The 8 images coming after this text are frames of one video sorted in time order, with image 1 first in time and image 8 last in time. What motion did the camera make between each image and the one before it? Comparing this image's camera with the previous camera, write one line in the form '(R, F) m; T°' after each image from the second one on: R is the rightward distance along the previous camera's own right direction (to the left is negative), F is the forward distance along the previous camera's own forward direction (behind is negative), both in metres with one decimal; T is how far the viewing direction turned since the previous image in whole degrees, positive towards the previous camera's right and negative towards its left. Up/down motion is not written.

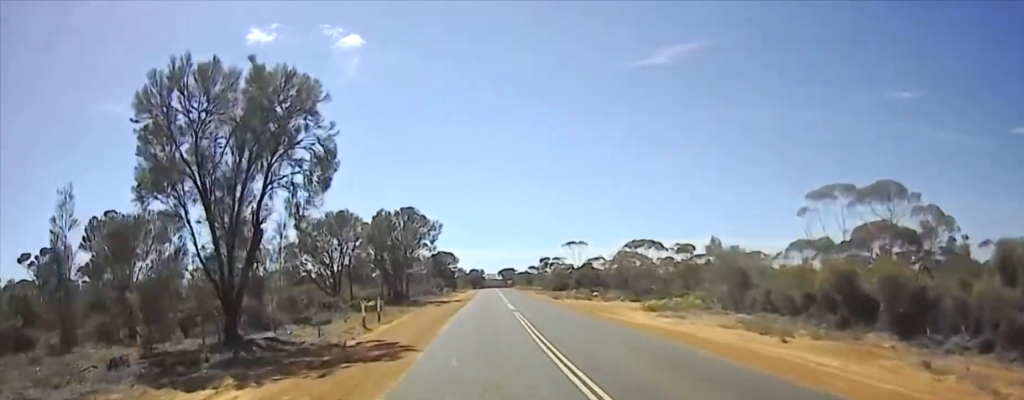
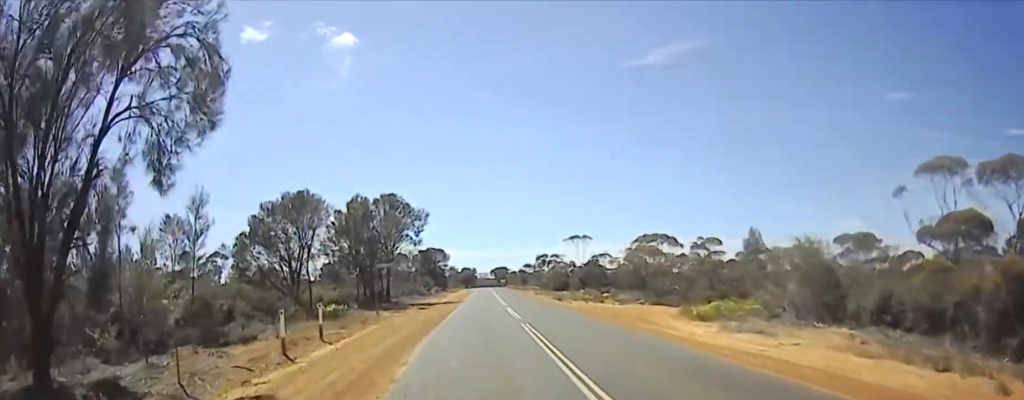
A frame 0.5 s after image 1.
(0.0, +6.6) m; 0°
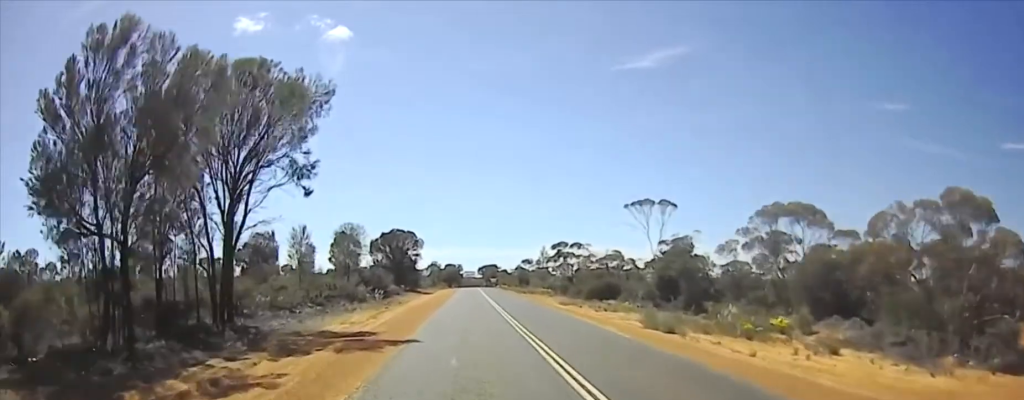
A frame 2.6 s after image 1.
(0.0, +22.0) m; +1°
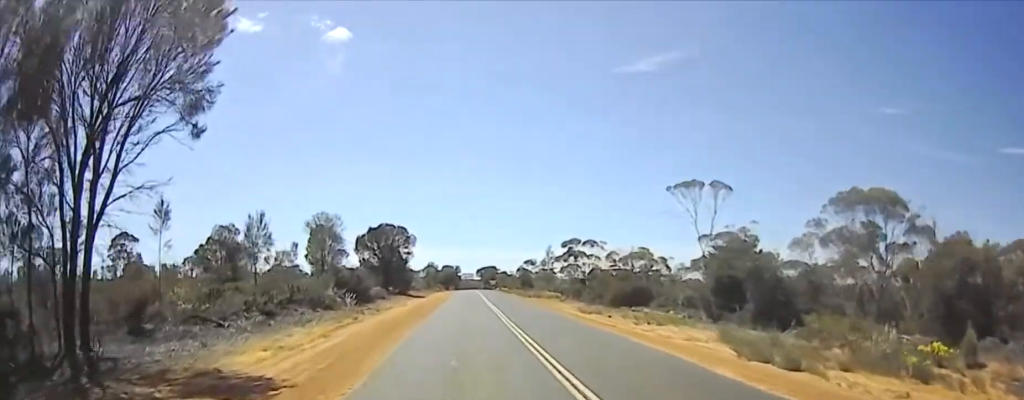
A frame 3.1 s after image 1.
(+0.1, +6.4) m; +2°
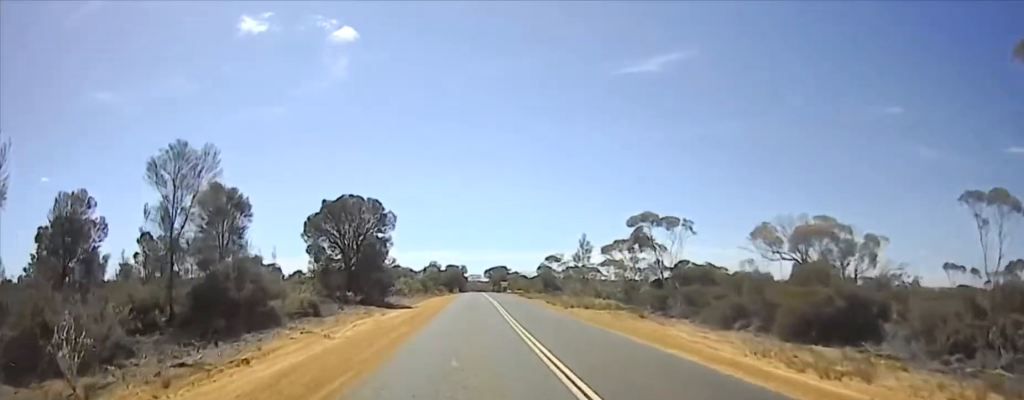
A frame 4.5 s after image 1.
(+0.7, +18.5) m; +2°
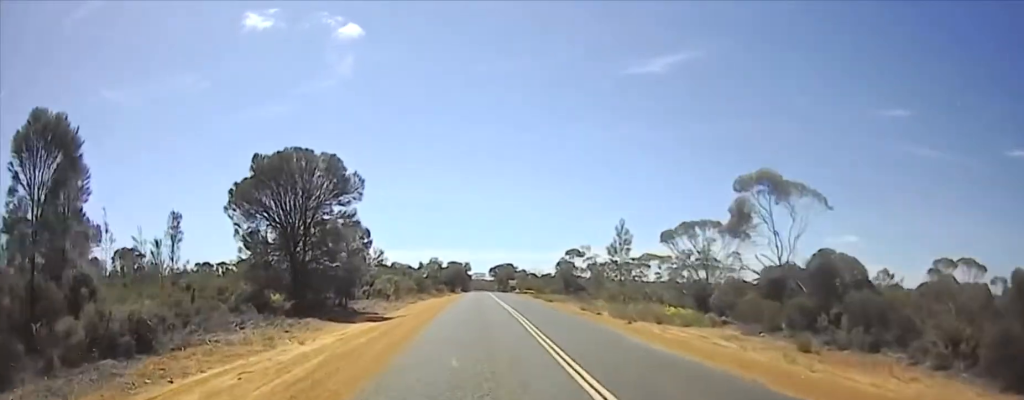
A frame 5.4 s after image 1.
(-0.2, +13.0) m; +1°
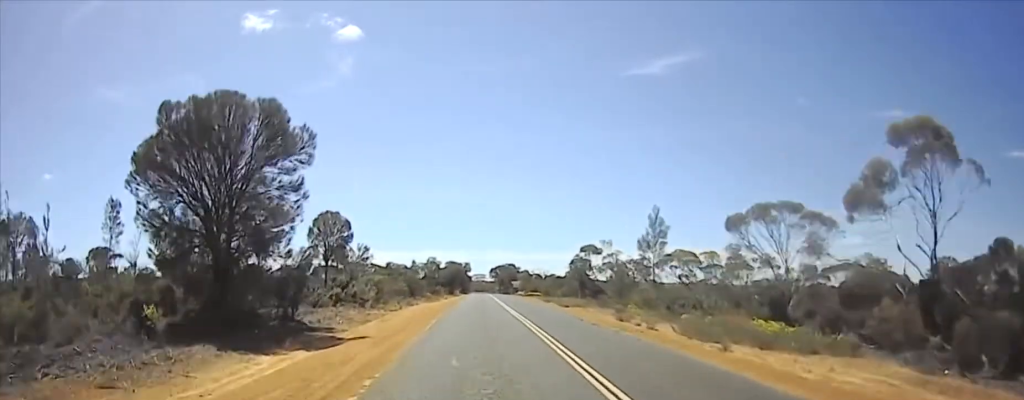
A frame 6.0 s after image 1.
(+0.1, +8.5) m; +1°
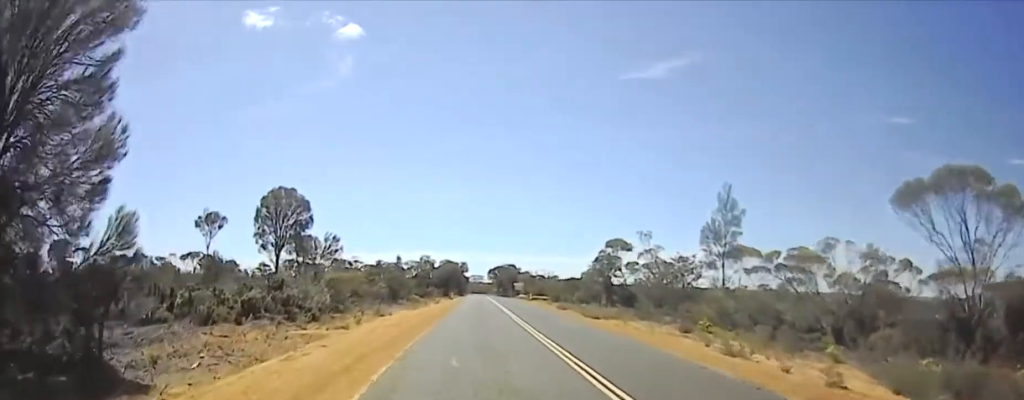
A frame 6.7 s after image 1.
(+0.3, +11.4) m; +2°
